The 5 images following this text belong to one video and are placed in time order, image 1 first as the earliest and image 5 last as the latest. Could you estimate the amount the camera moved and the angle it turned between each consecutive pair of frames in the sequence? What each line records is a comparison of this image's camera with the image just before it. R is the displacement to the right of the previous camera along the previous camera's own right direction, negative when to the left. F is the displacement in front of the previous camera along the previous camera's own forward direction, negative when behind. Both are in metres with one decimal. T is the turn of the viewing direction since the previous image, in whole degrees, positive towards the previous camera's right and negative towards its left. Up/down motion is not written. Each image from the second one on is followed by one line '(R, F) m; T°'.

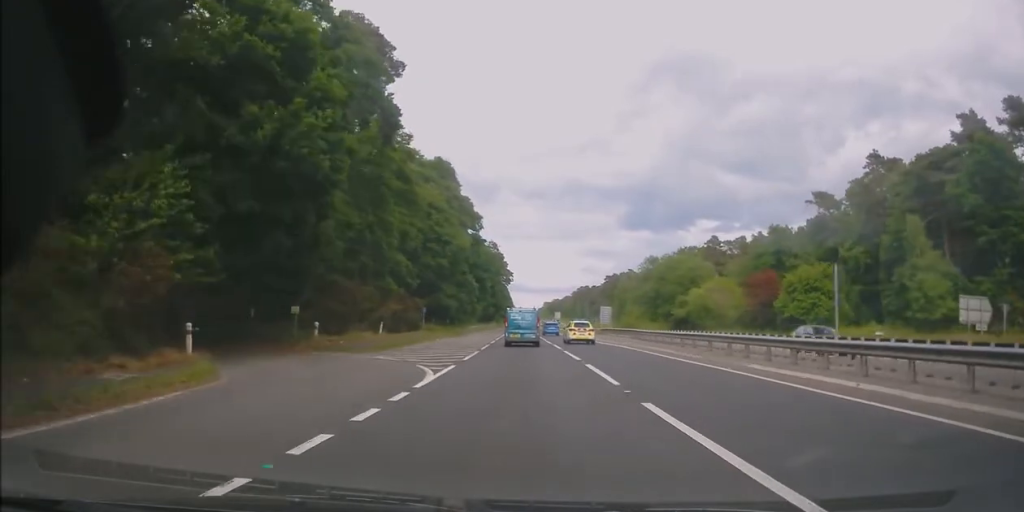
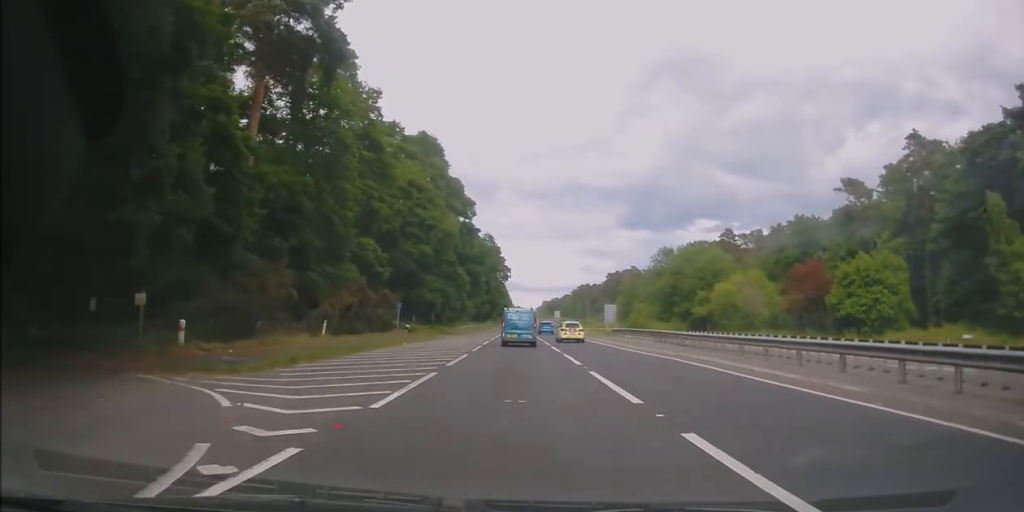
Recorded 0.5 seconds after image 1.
(+0.1, +11.7) m; 0°
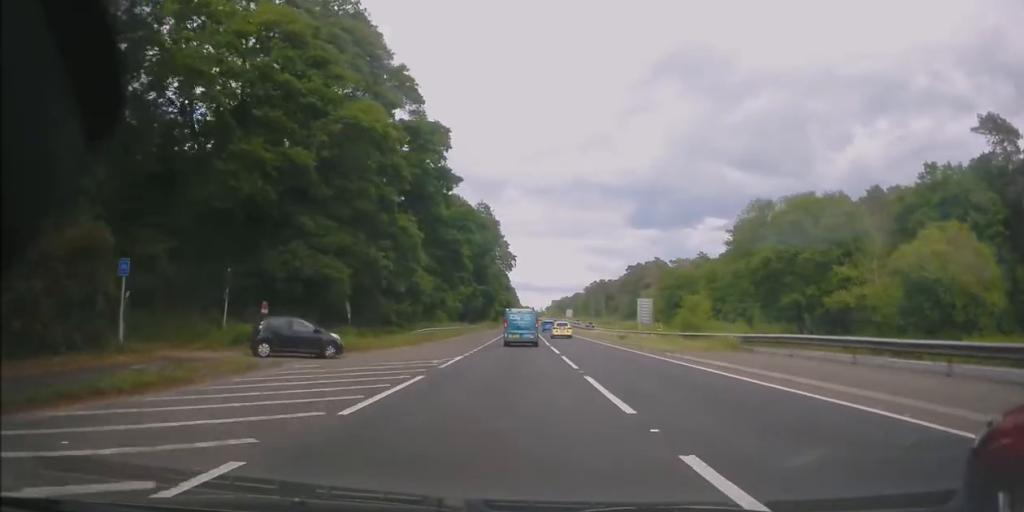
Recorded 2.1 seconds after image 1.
(-0.1, +37.1) m; -1°
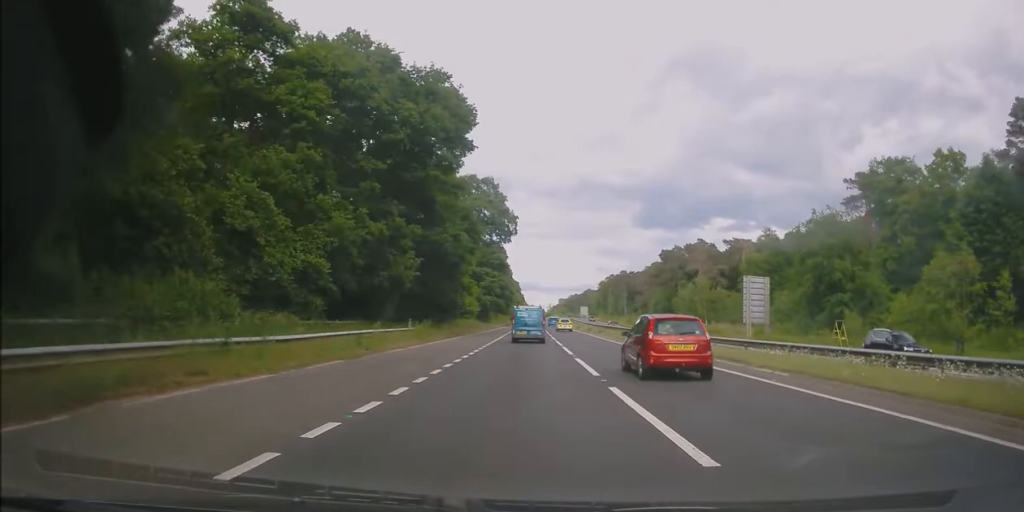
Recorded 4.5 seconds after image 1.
(+0.5, +57.0) m; +2°
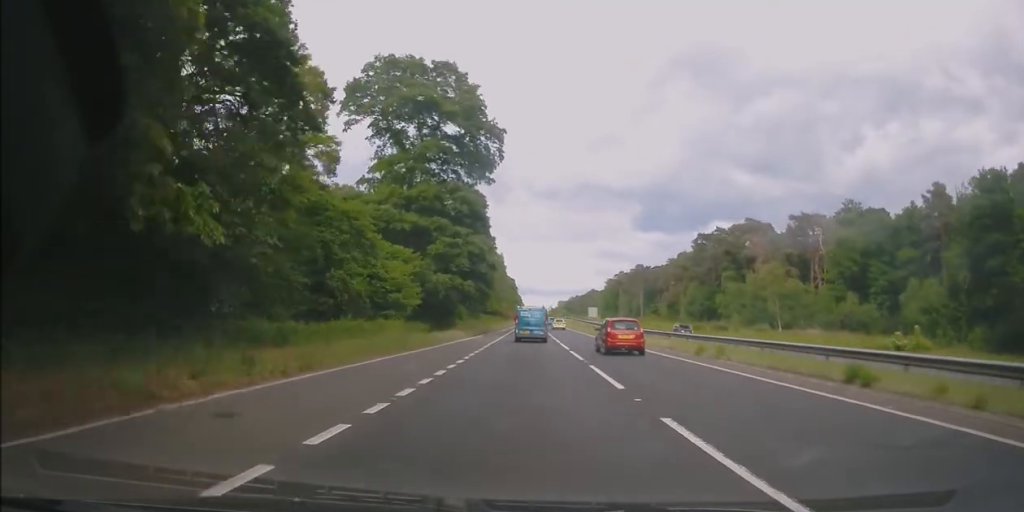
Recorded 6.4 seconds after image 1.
(-0.1, +46.6) m; -1°
